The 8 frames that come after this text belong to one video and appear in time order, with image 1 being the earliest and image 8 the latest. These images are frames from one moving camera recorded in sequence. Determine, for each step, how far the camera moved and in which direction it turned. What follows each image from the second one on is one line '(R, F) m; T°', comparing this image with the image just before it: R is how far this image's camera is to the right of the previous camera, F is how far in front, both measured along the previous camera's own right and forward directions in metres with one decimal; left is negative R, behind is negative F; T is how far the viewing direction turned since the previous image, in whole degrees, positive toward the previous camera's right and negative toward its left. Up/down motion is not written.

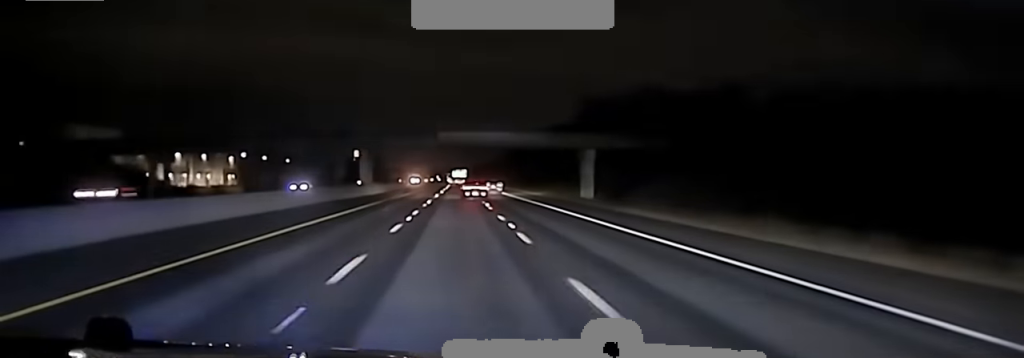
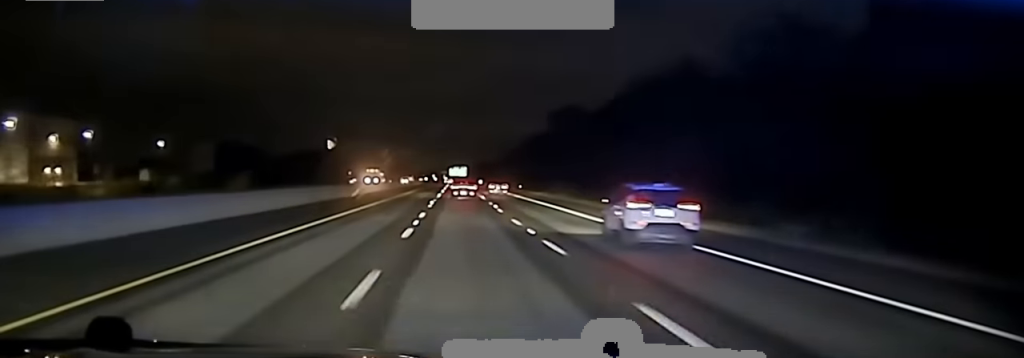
(+0.5, +131.9) m; 0°
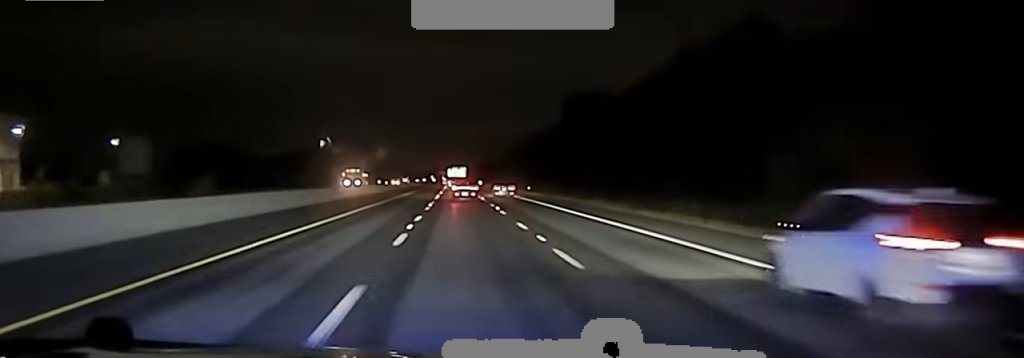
(0.0, +26.9) m; 0°
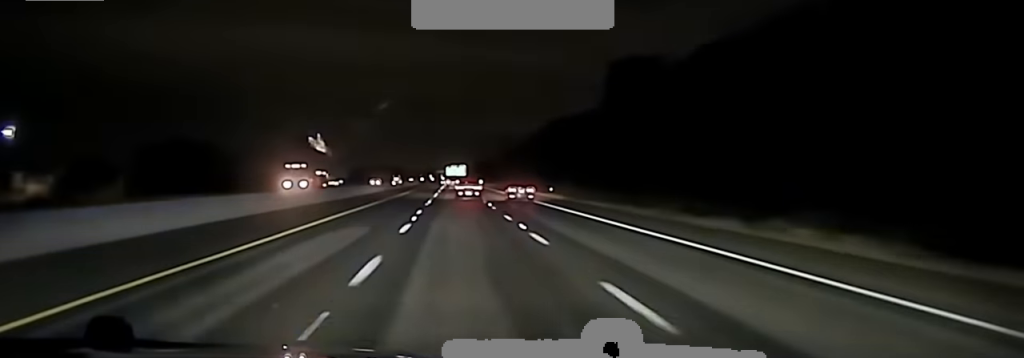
(0.0, +40.9) m; 0°
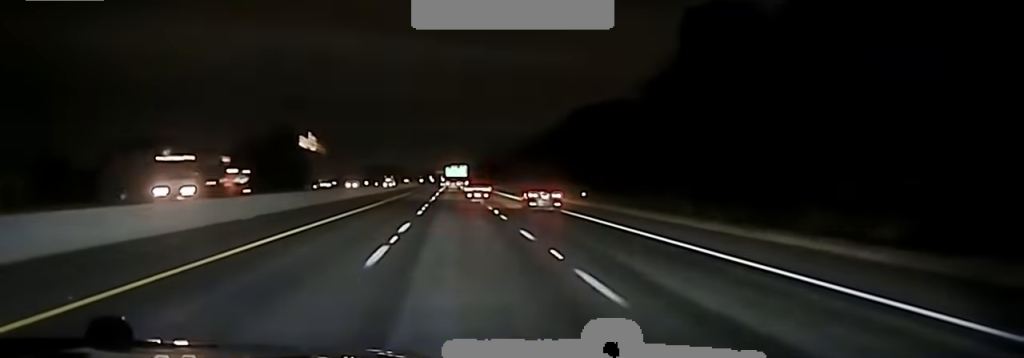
(0.0, +32.9) m; 0°
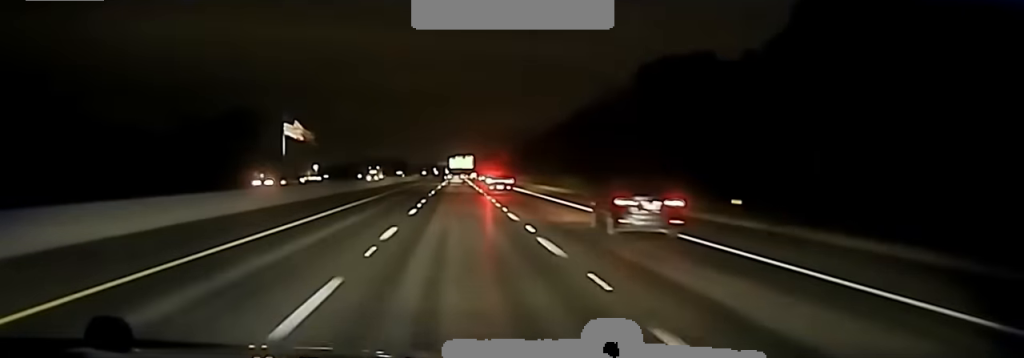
(0.0, +55.4) m; 0°
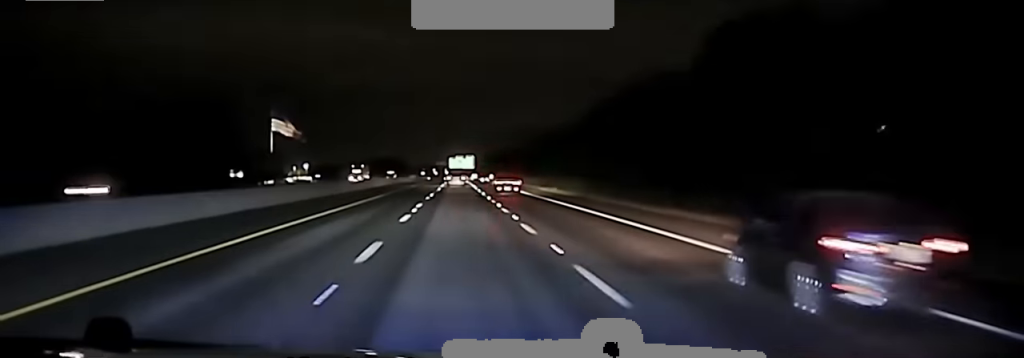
(+0.1, +31.1) m; 0°
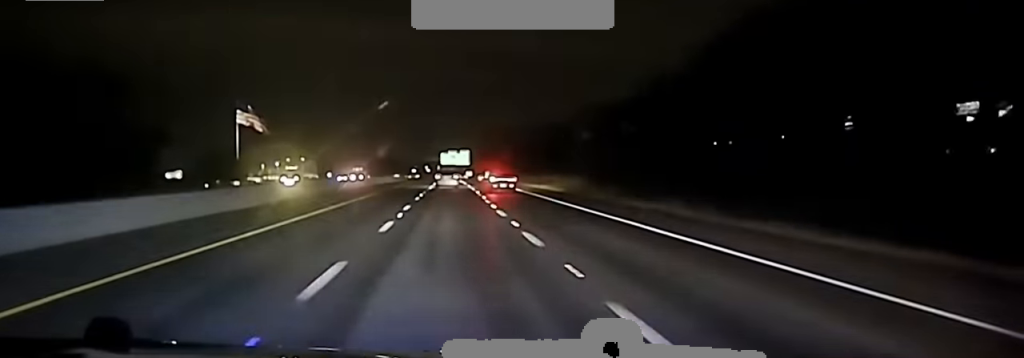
(-0.5, +54.5) m; -1°
